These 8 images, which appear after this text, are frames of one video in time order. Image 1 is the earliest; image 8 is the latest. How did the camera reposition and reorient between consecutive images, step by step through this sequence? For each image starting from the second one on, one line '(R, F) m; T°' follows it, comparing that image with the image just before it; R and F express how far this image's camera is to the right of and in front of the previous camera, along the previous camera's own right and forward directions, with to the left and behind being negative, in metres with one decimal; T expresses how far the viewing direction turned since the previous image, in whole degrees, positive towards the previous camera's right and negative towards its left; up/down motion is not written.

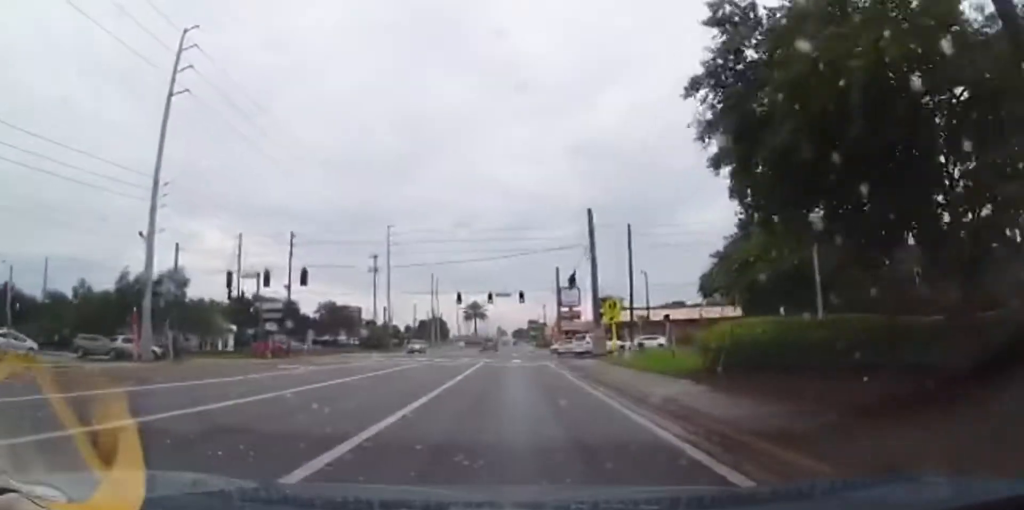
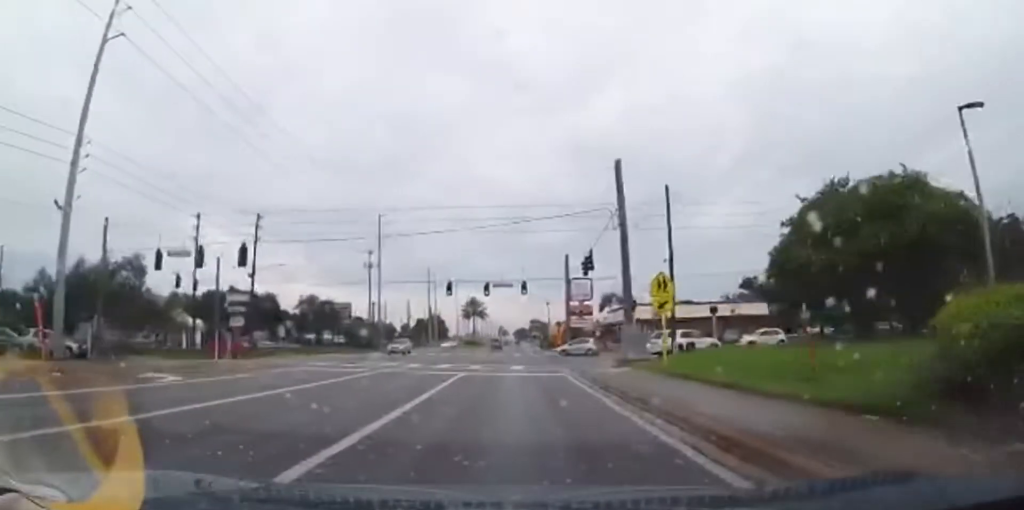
(+0.7, +8.9) m; +5°
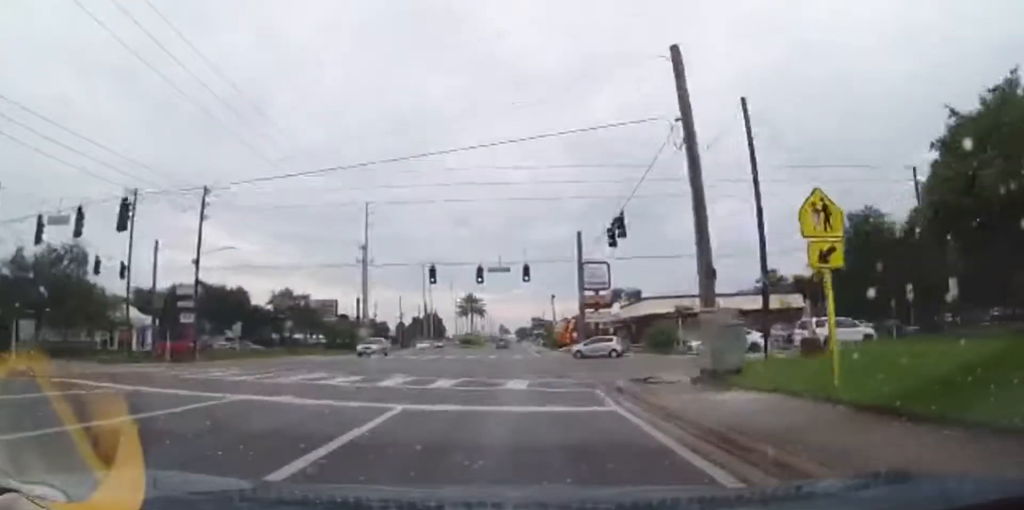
(+0.2, +10.3) m; +1°
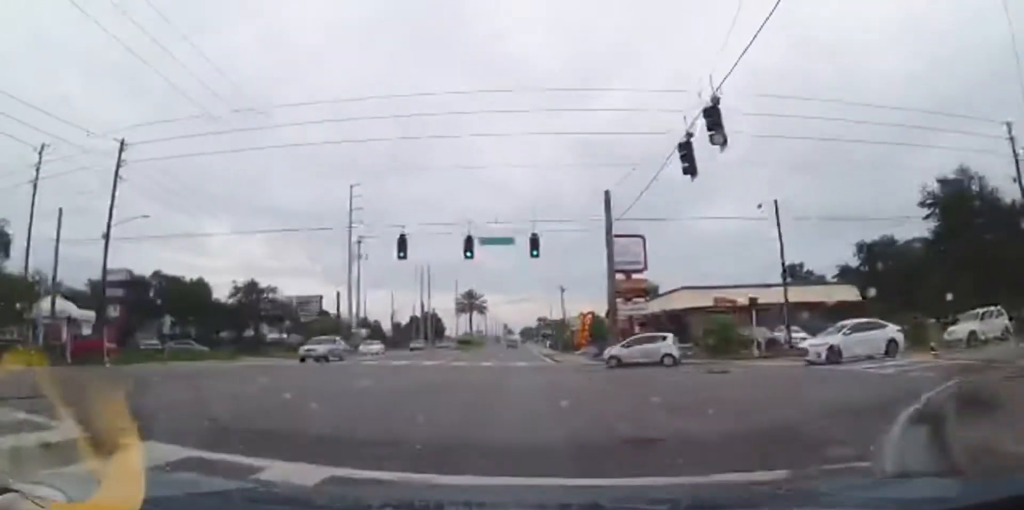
(0.0, +11.4) m; 0°
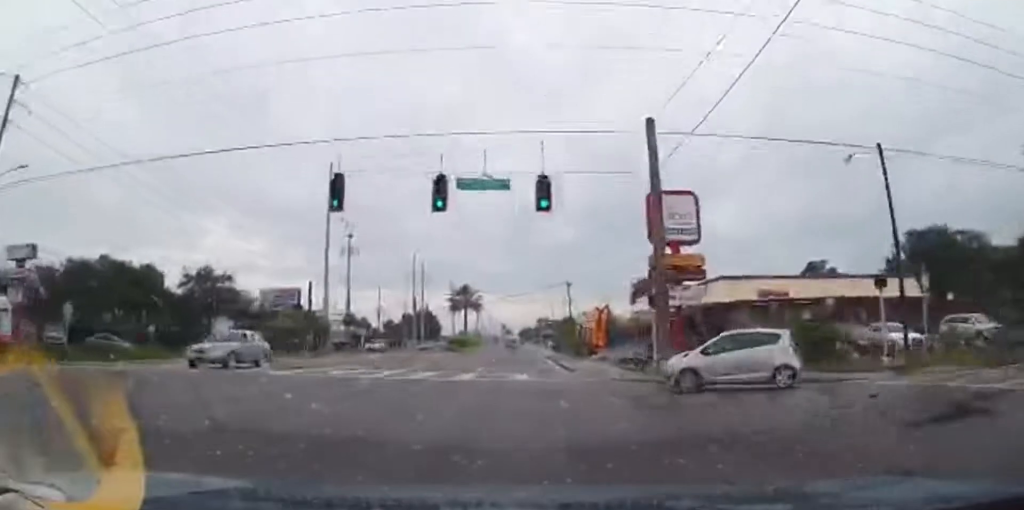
(0.0, +9.9) m; 0°
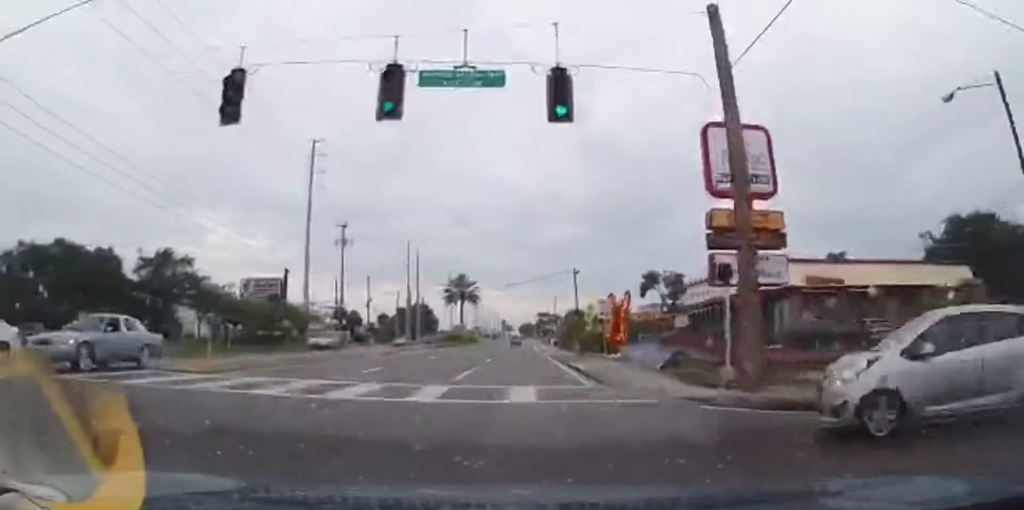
(0.0, +6.9) m; 0°
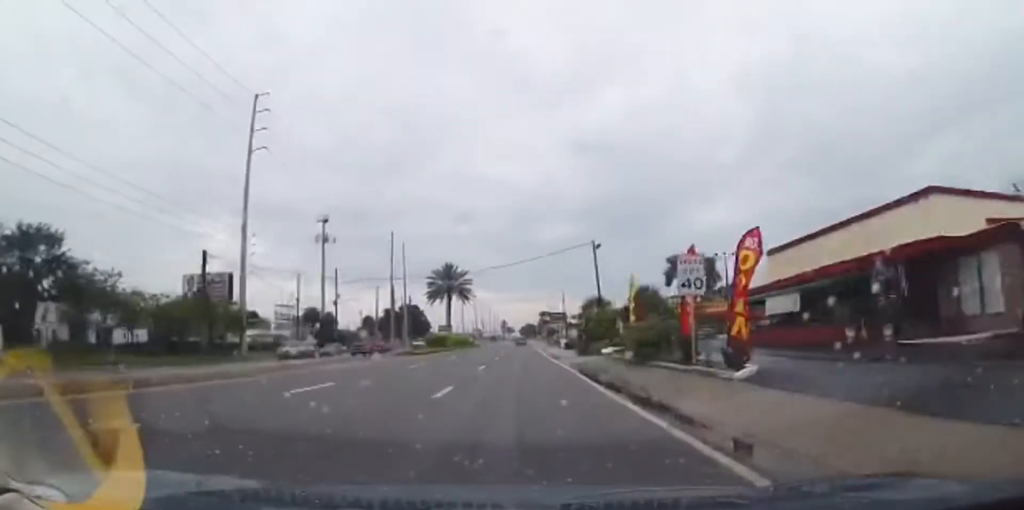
(0.0, +15.6) m; 0°
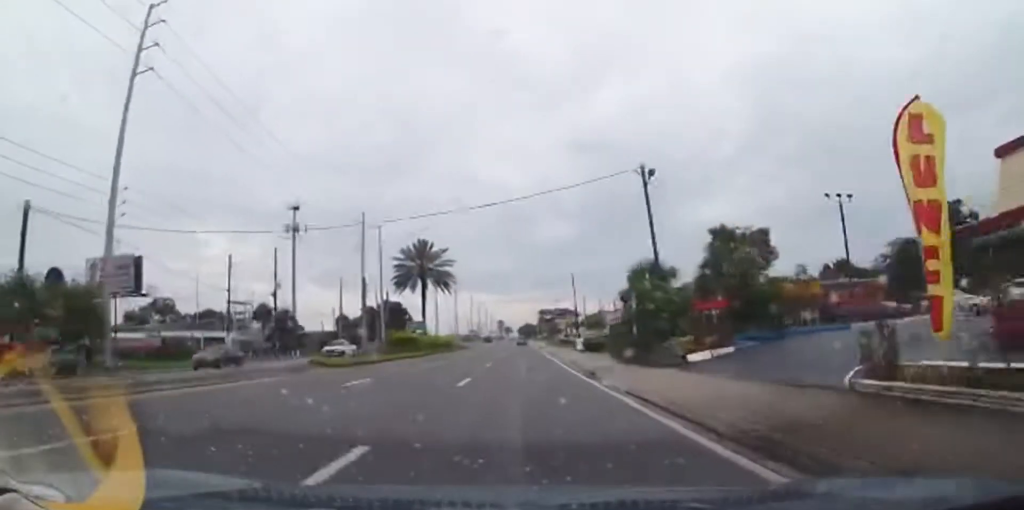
(0.0, +19.2) m; 0°
